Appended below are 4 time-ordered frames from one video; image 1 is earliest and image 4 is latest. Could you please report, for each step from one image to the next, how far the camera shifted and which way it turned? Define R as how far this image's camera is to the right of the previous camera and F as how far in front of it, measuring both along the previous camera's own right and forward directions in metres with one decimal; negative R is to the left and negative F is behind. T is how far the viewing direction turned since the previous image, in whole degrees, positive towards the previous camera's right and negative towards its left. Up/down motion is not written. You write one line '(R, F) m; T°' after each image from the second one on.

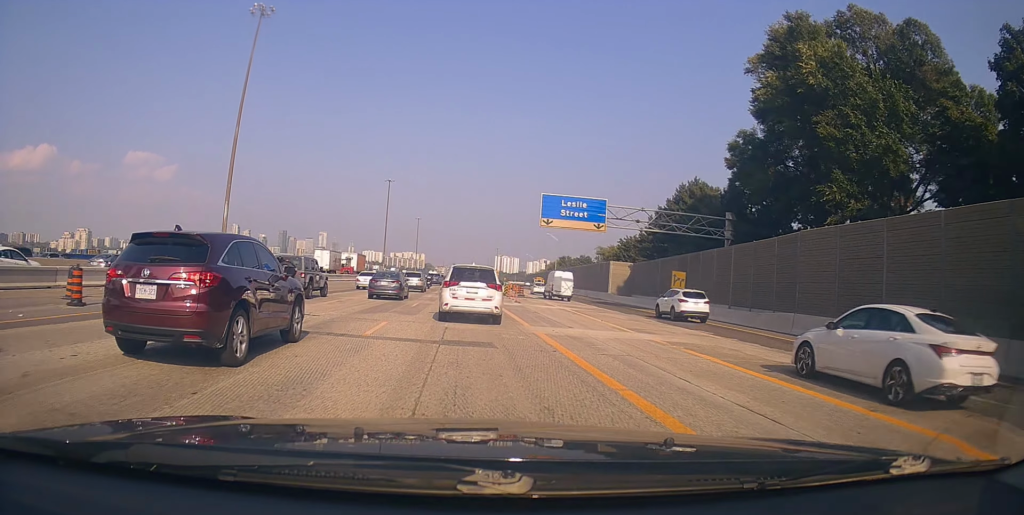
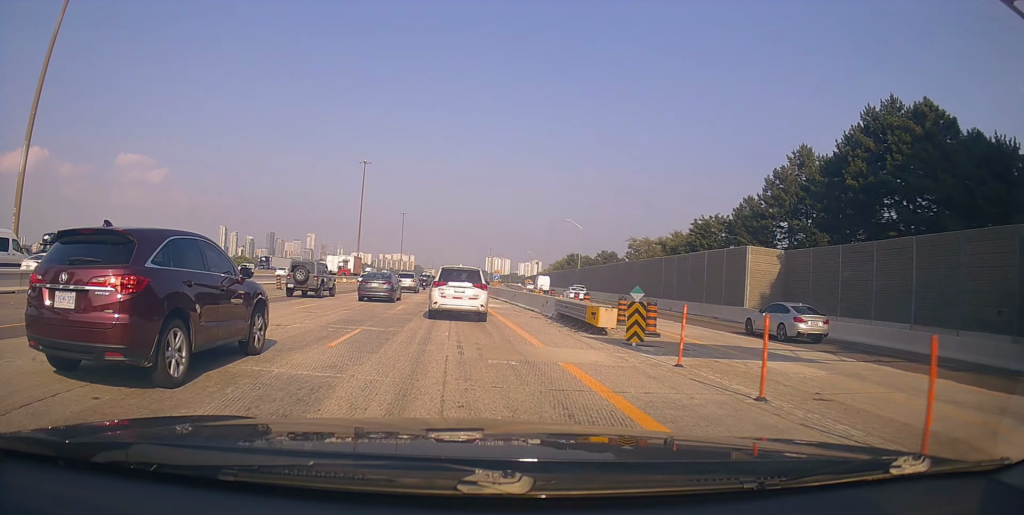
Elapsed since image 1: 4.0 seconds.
(-1.0, +37.9) m; -3°
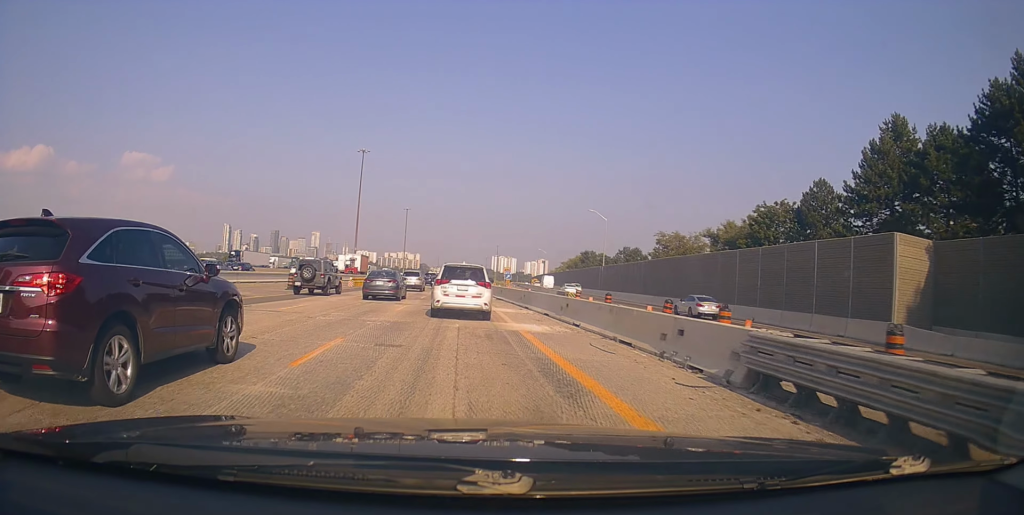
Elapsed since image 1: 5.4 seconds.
(+0.5, +14.1) m; +4°
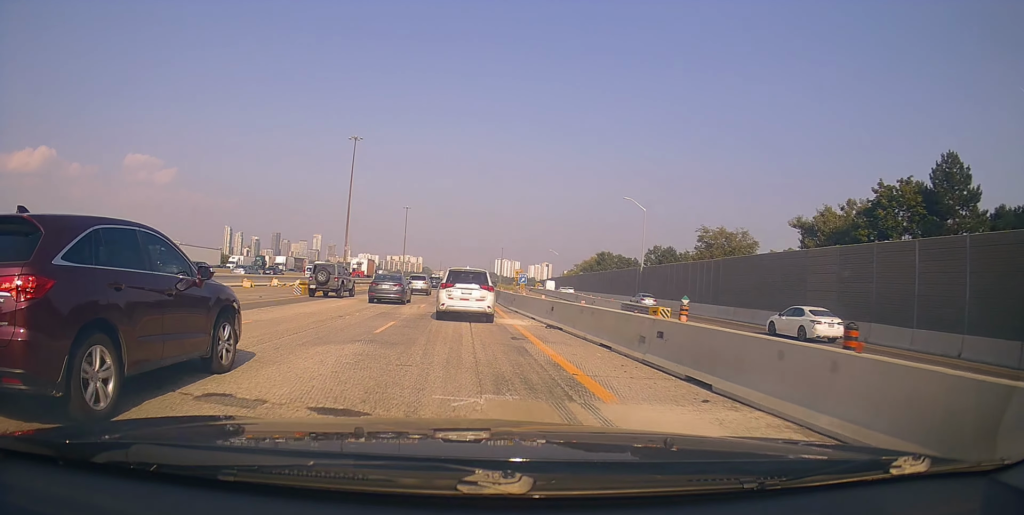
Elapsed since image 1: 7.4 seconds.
(+0.2, +19.0) m; -3°
